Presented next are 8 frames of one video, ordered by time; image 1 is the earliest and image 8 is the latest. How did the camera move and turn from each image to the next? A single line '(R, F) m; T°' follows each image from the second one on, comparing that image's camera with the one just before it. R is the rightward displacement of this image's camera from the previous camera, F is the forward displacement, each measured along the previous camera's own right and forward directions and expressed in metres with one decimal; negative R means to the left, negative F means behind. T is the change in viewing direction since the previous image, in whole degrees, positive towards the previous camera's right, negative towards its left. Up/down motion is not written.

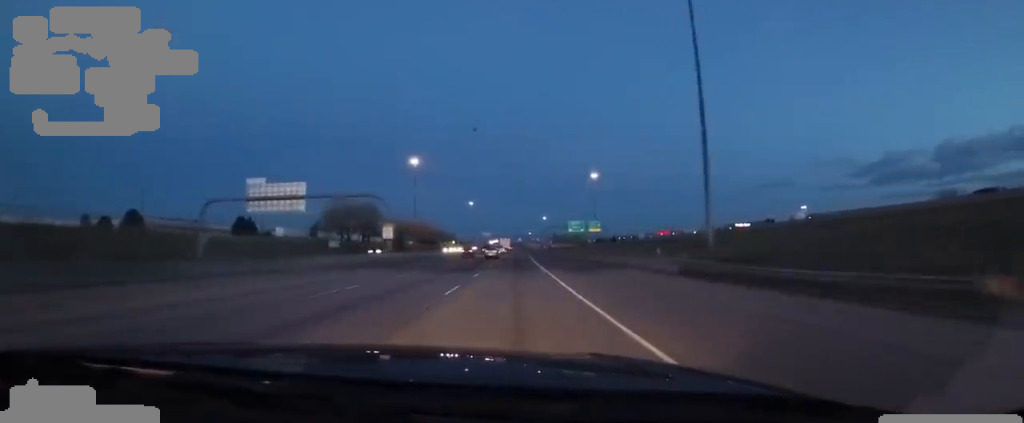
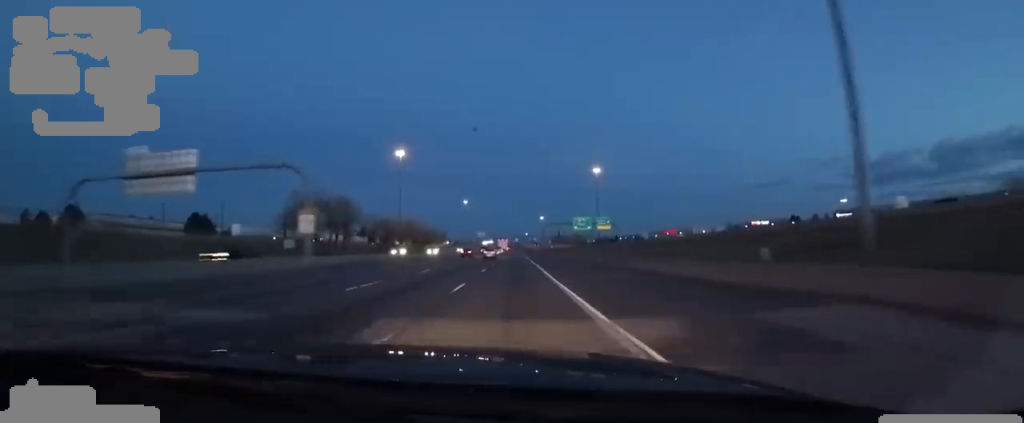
(0.0, +21.0) m; 0°
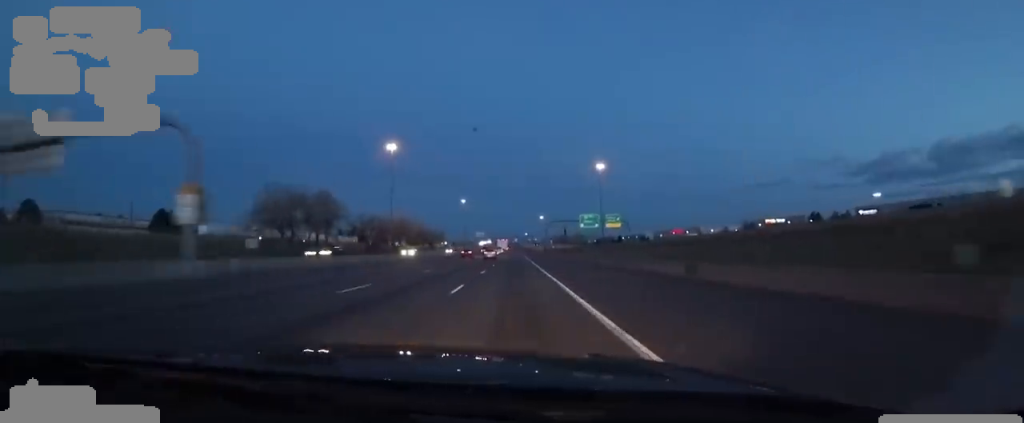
(-0.1, +13.4) m; 0°
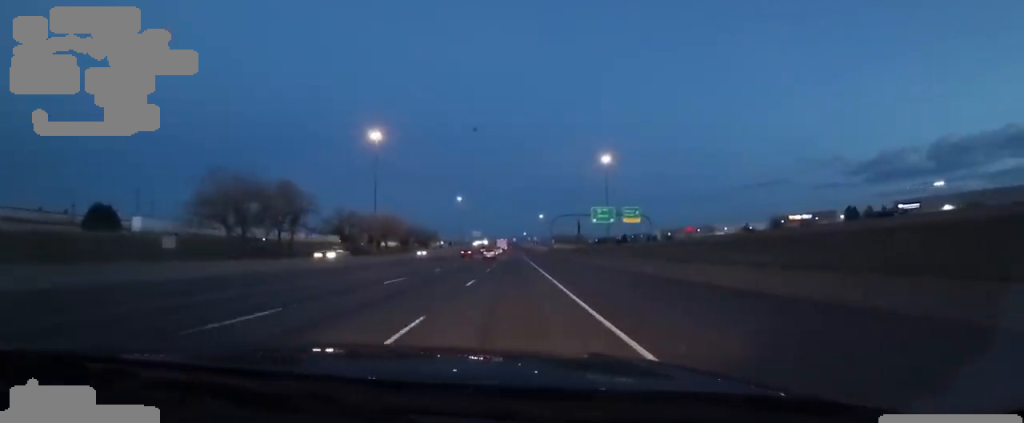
(+0.2, +19.7) m; 0°
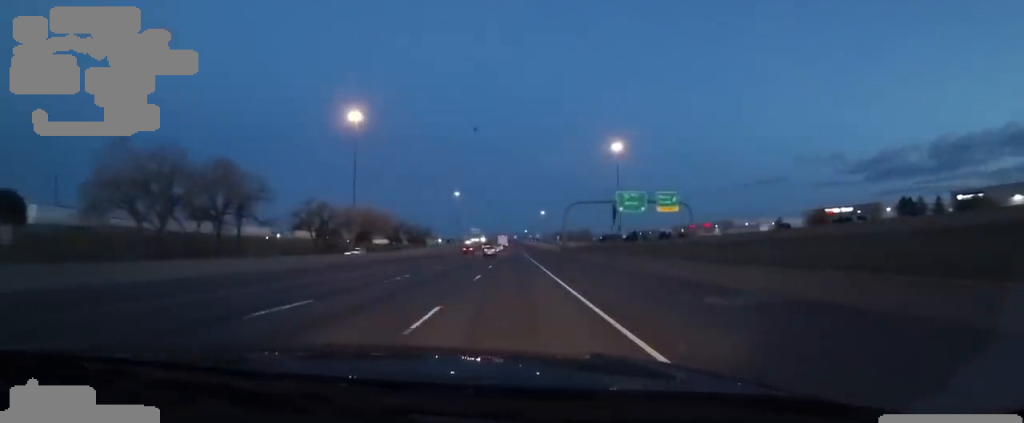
(+0.1, +22.4) m; 0°
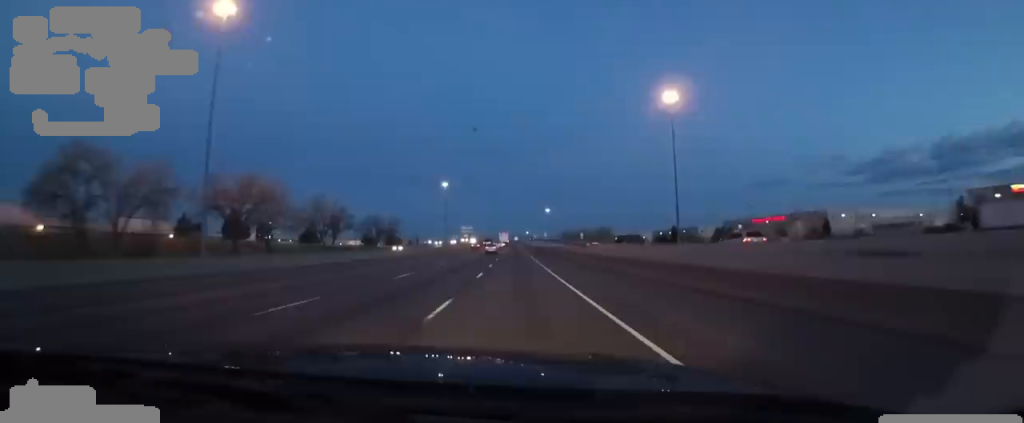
(0.0, +70.5) m; 0°
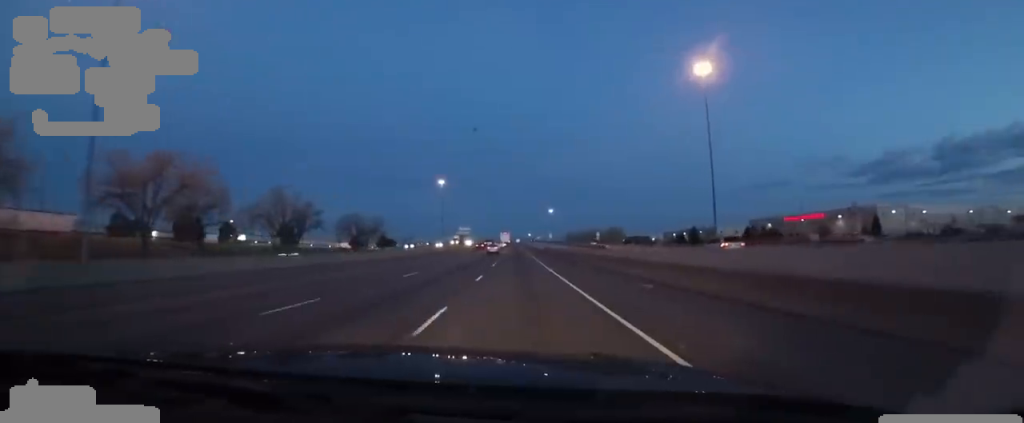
(0.0, +23.6) m; 0°
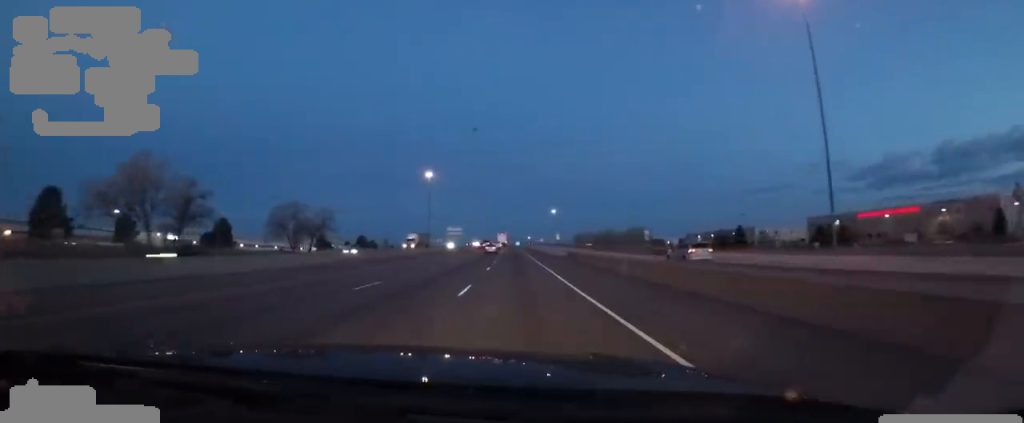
(0.0, +43.2) m; 0°
